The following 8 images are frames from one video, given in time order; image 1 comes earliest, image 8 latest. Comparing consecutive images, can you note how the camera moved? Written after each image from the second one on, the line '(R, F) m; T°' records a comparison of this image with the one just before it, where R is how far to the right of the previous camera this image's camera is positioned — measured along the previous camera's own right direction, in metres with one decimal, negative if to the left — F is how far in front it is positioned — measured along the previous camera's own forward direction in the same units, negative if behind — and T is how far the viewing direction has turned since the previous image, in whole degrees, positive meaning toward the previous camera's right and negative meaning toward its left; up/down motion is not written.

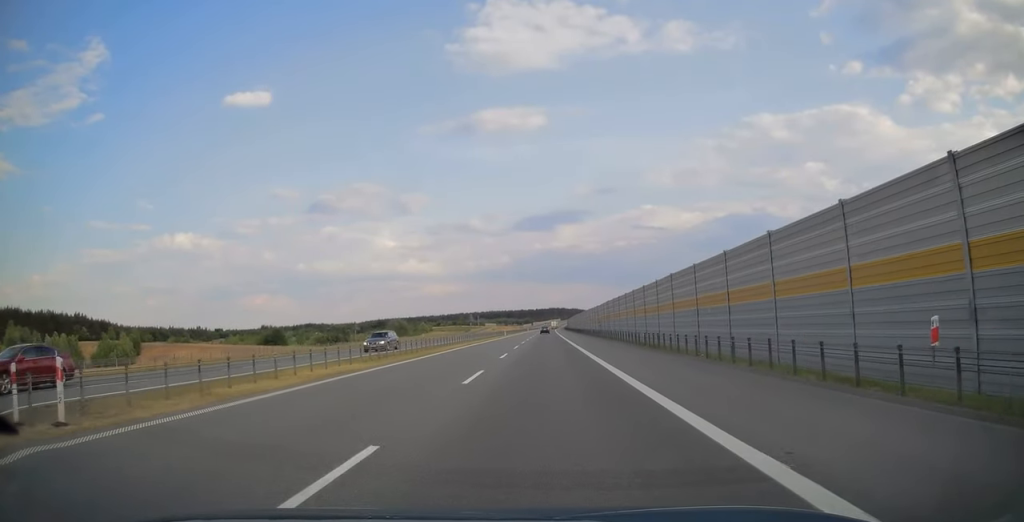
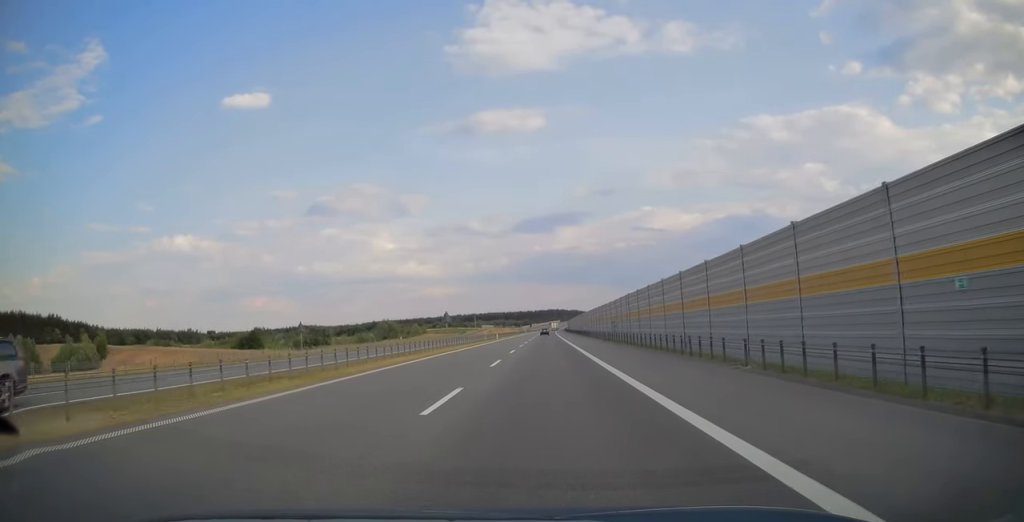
(-0.1, +17.0) m; 0°
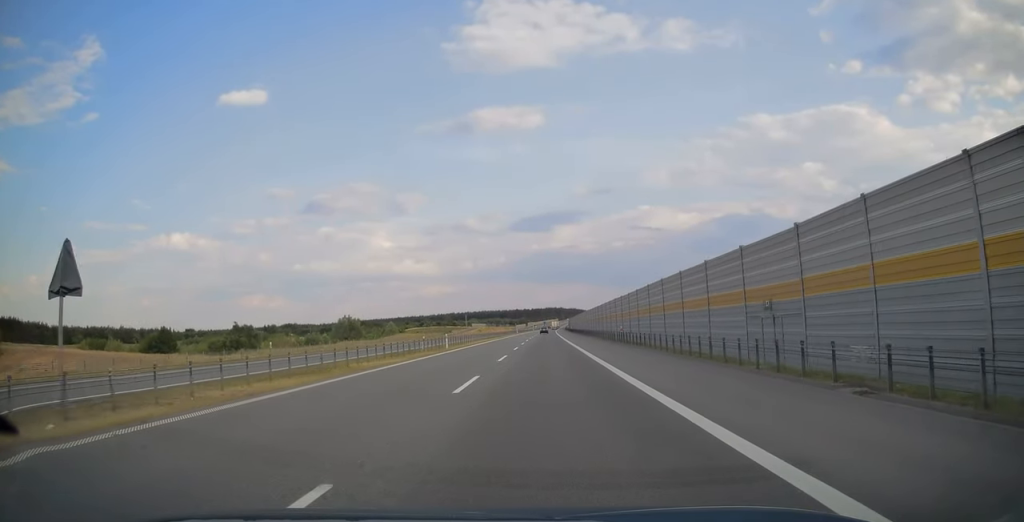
(+0.2, +44.9) m; 0°
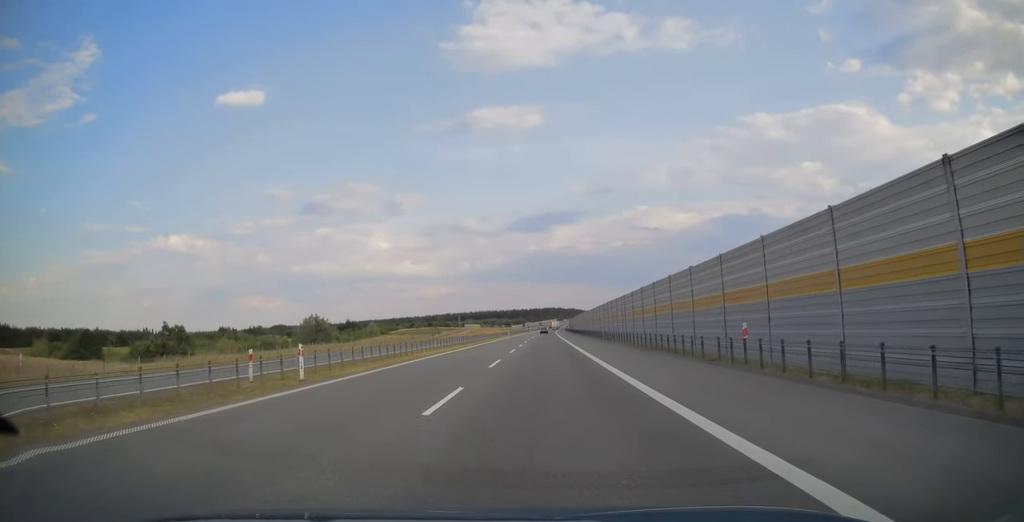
(+0.1, +27.4) m; 0°
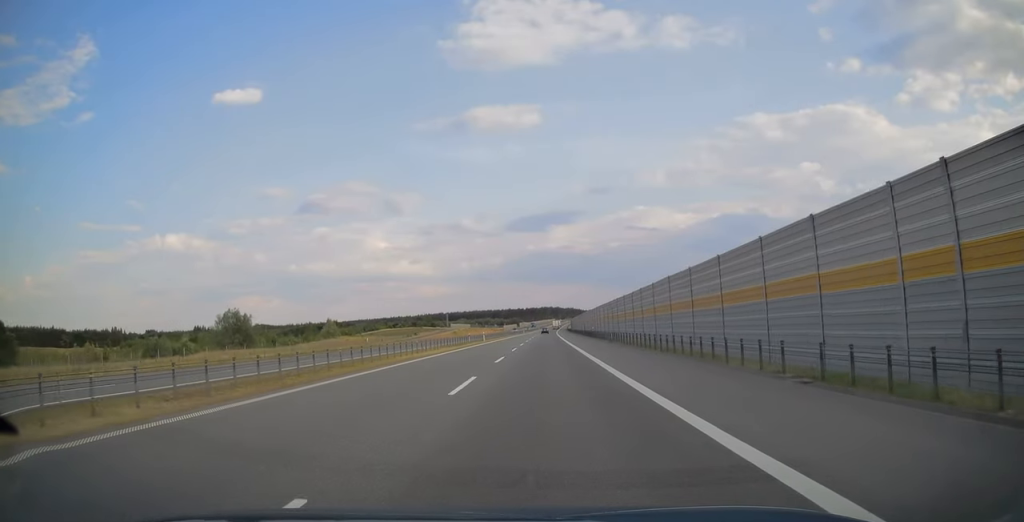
(0.0, +44.9) m; 0°
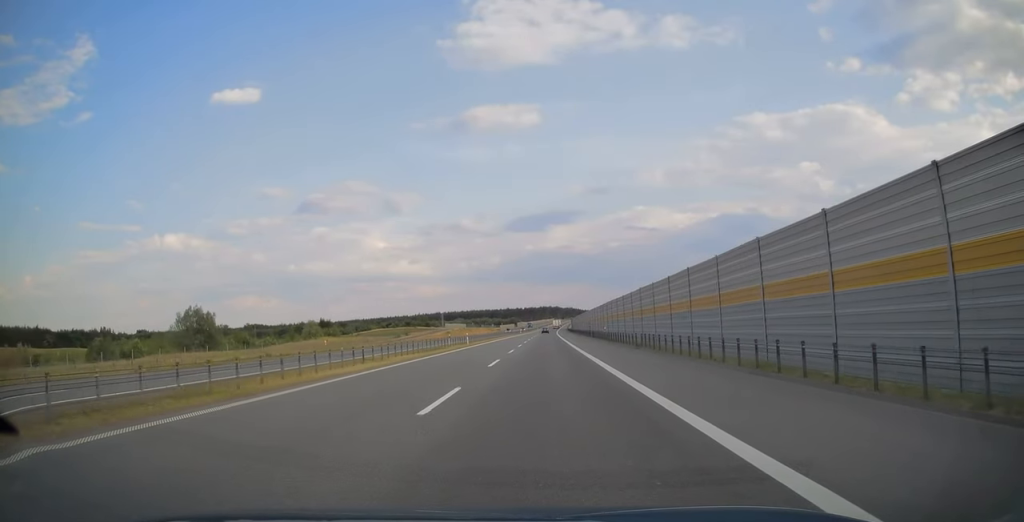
(0.0, +14.8) m; 0°
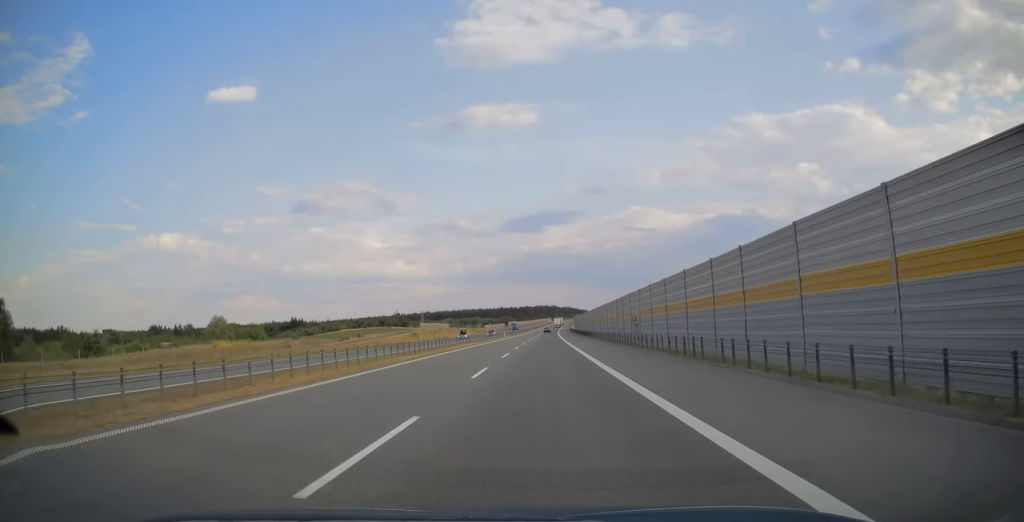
(+0.3, +53.0) m; 0°
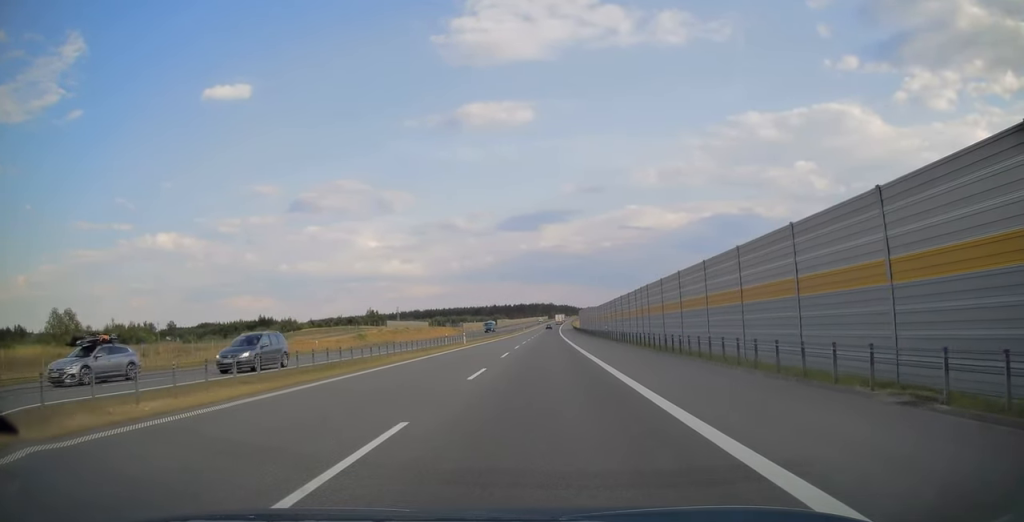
(+0.1, +48.6) m; +1°
